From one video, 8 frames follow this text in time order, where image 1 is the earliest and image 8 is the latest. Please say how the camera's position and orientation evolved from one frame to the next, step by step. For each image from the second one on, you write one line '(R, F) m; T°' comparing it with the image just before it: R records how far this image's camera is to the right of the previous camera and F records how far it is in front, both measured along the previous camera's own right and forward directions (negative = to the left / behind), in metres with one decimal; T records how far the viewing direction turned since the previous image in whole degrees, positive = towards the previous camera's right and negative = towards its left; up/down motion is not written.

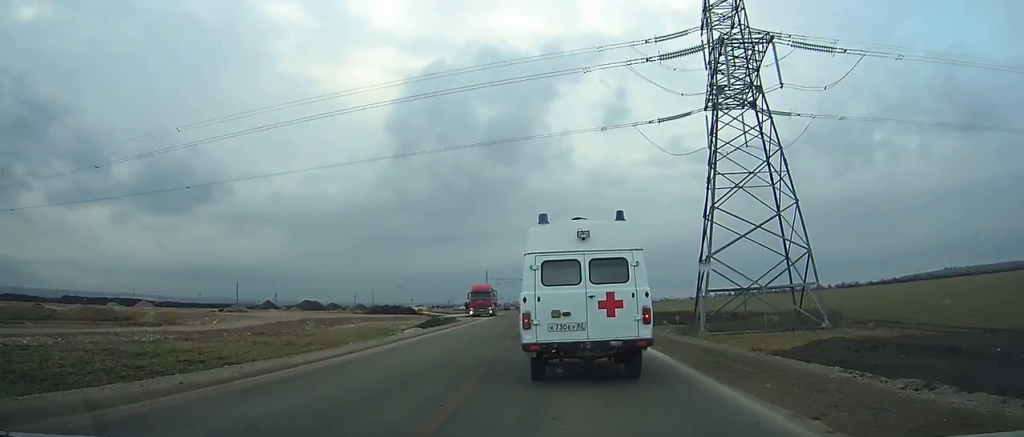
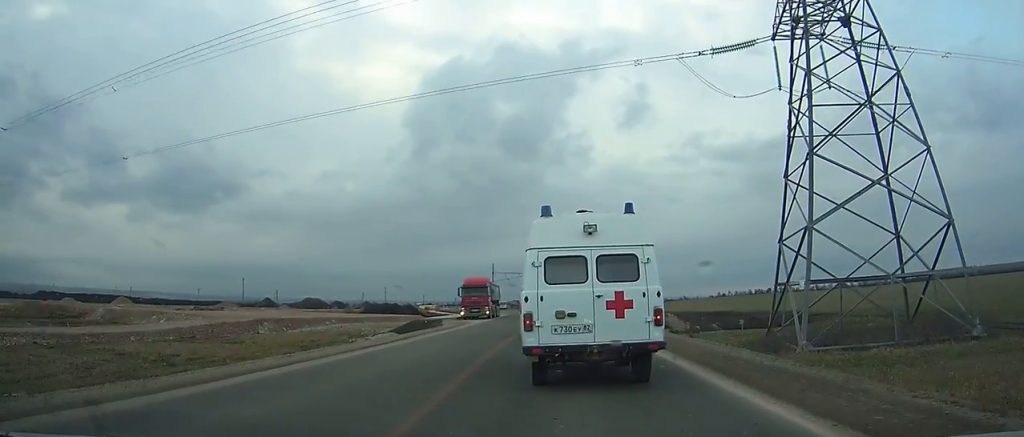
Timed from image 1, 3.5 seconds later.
(+0.1, +16.8) m; 0°
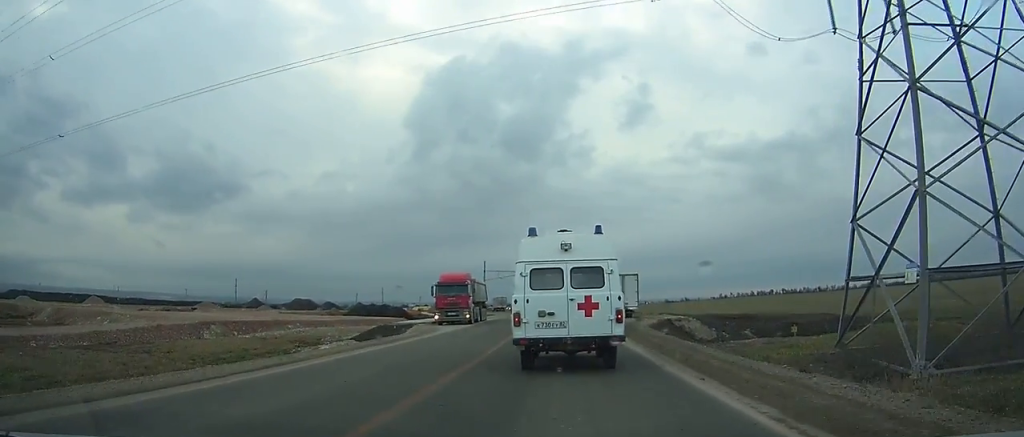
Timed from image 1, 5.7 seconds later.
(-0.1, +11.3) m; -1°
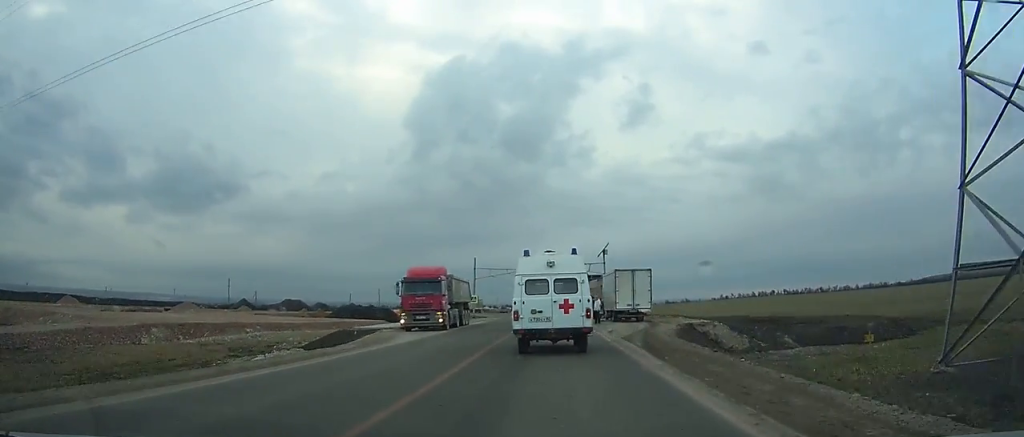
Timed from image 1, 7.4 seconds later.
(0.0, +9.2) m; -1°
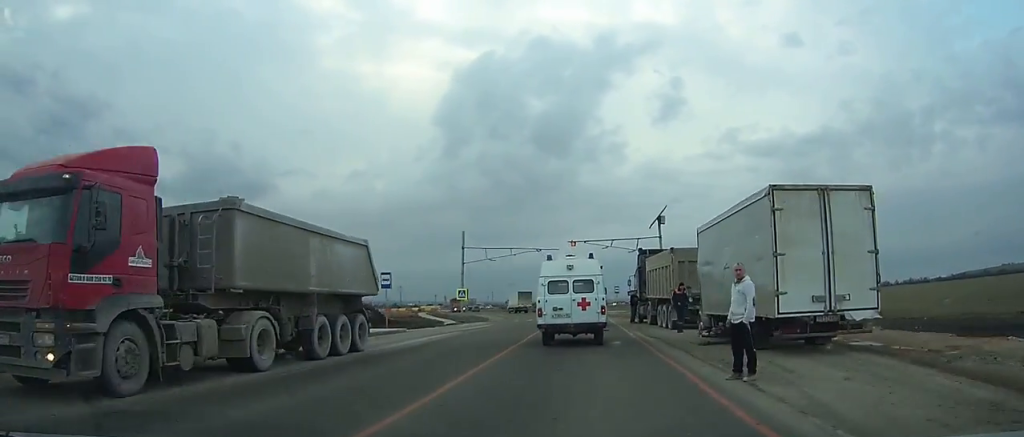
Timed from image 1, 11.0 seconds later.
(-0.3, +24.6) m; -1°
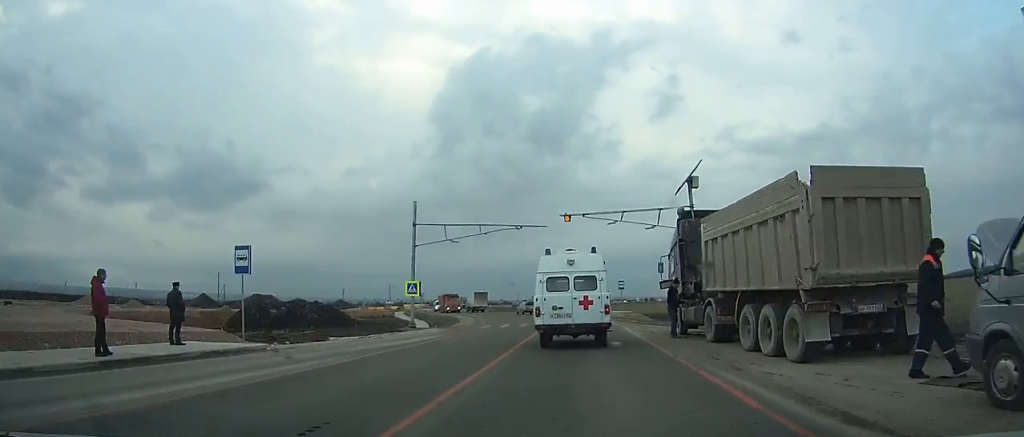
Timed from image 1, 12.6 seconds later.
(+0.1, +12.6) m; 0°
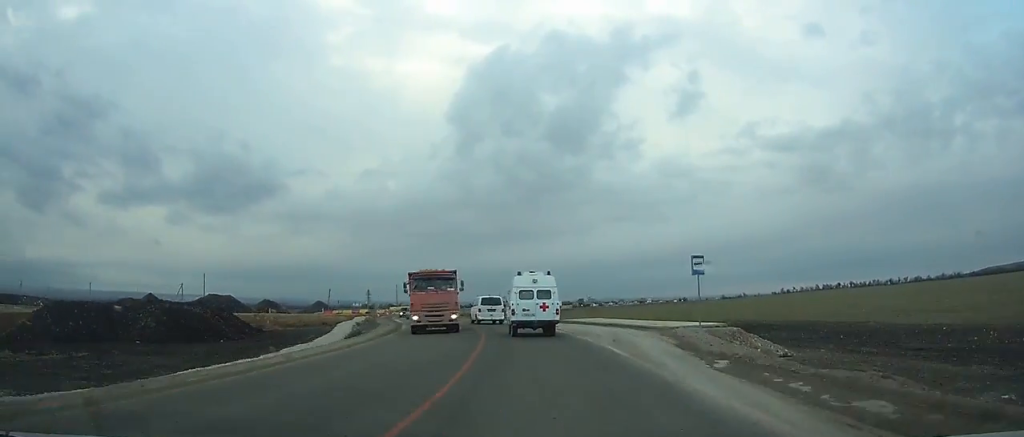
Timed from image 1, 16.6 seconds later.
(-0.9, +35.0) m; -8°
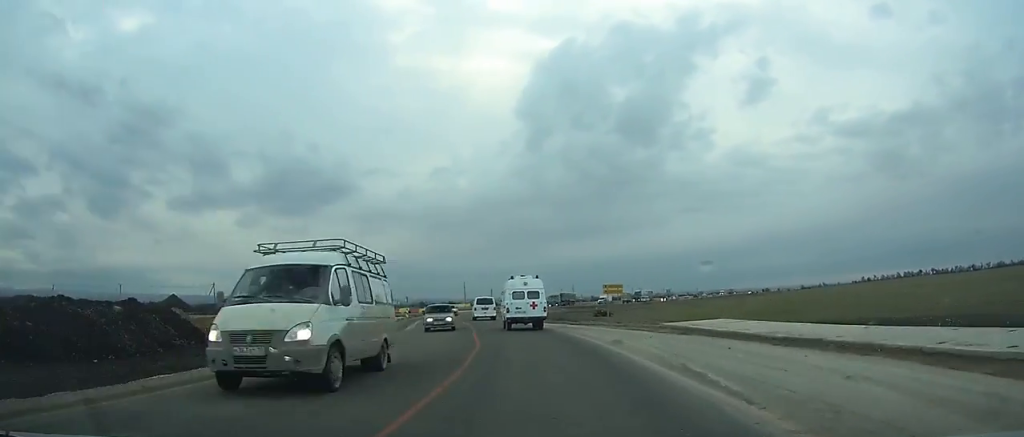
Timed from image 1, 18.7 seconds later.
(-1.6, +21.3) m; -7°
